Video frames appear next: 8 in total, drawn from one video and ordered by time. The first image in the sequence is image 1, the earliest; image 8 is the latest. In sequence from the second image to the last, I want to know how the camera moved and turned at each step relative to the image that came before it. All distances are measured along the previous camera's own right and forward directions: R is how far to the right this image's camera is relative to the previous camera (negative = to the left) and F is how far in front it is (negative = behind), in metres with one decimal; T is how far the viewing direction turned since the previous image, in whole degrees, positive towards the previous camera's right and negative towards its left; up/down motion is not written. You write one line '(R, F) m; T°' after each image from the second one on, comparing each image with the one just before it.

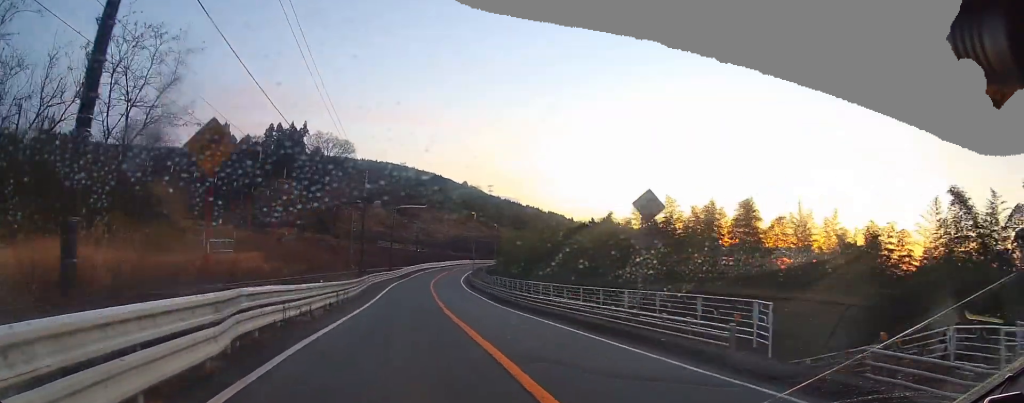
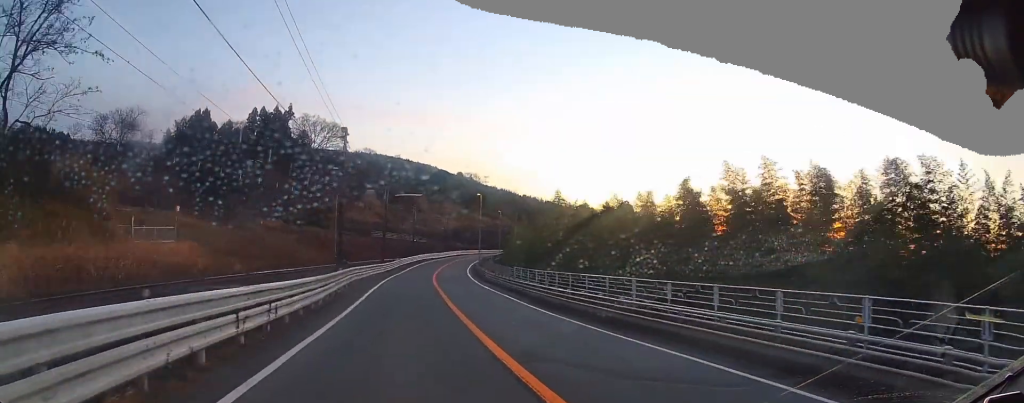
(0.0, +14.4) m; -4°
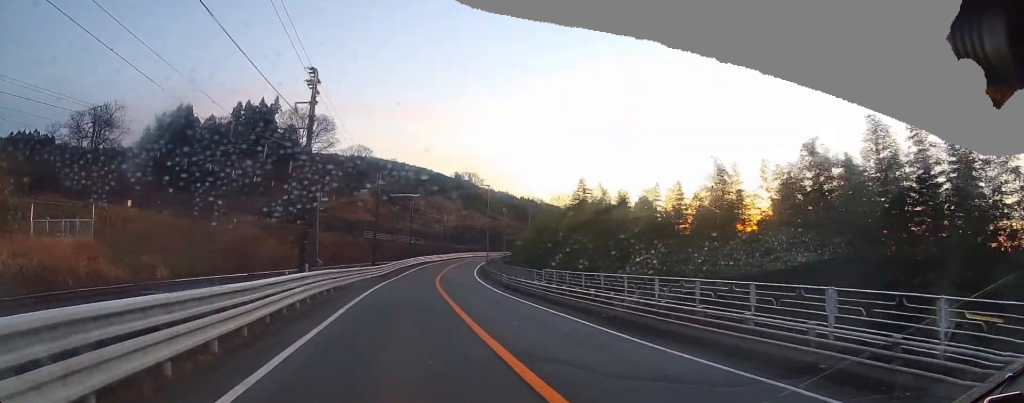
(-0.8, +12.3) m; -3°
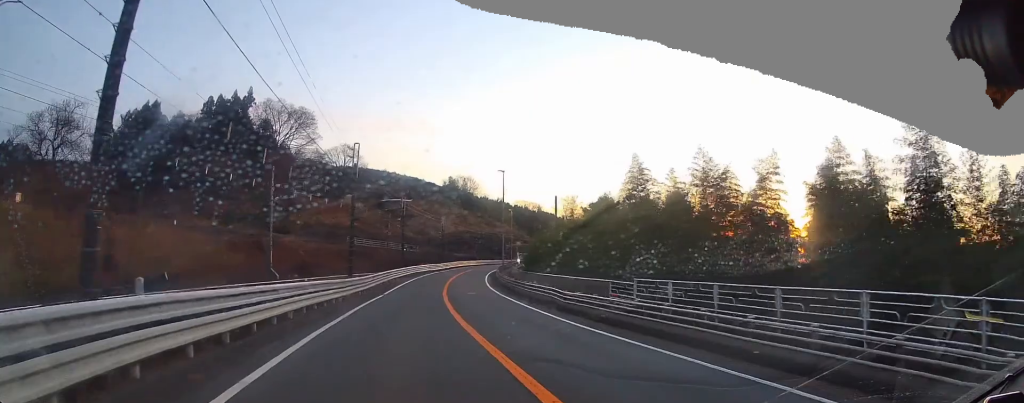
(-0.8, +19.8) m; -2°
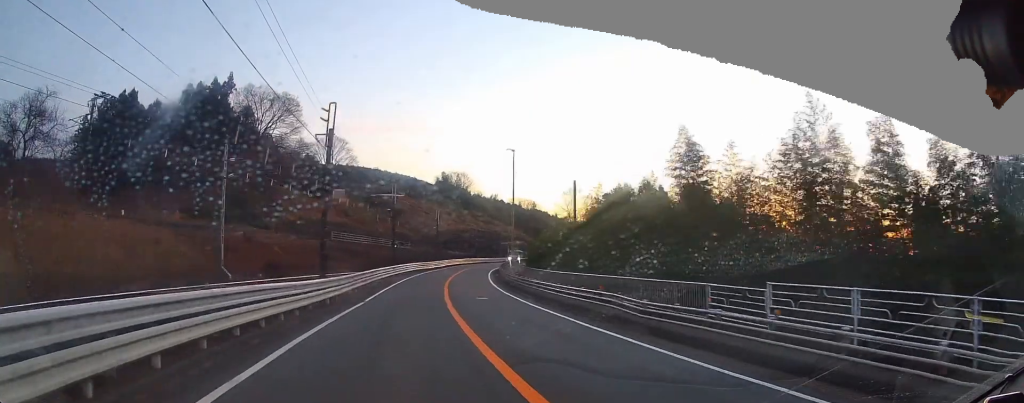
(-0.2, +10.6) m; 0°
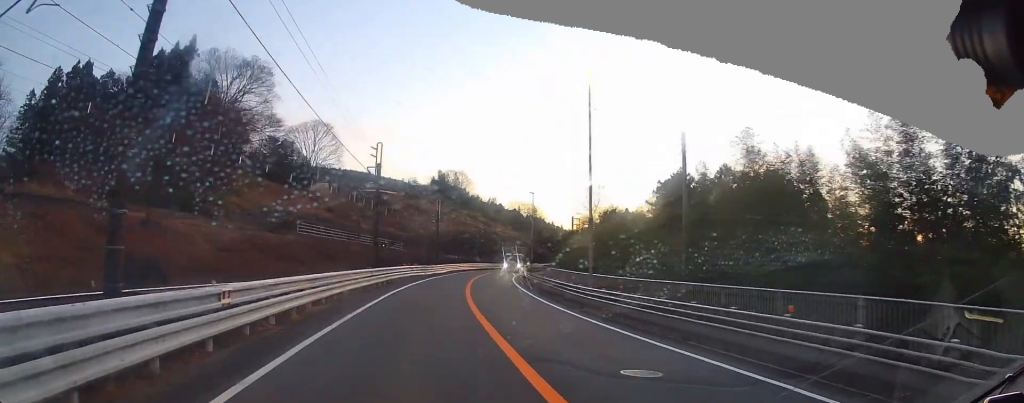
(+1.1, +22.3) m; +7°
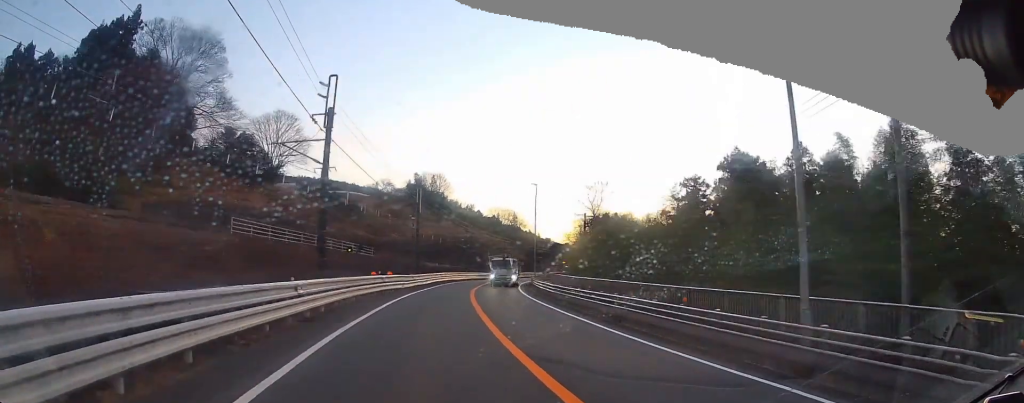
(+0.9, +15.8) m; +4°
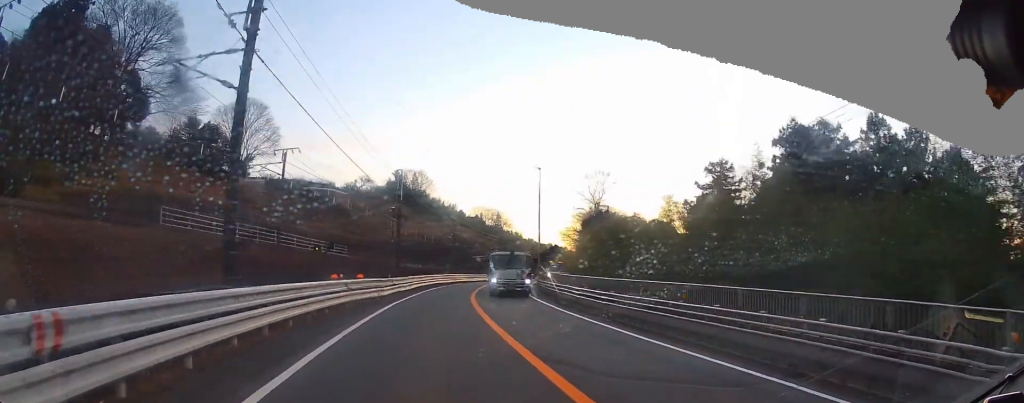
(0.0, +10.2) m; +3°
